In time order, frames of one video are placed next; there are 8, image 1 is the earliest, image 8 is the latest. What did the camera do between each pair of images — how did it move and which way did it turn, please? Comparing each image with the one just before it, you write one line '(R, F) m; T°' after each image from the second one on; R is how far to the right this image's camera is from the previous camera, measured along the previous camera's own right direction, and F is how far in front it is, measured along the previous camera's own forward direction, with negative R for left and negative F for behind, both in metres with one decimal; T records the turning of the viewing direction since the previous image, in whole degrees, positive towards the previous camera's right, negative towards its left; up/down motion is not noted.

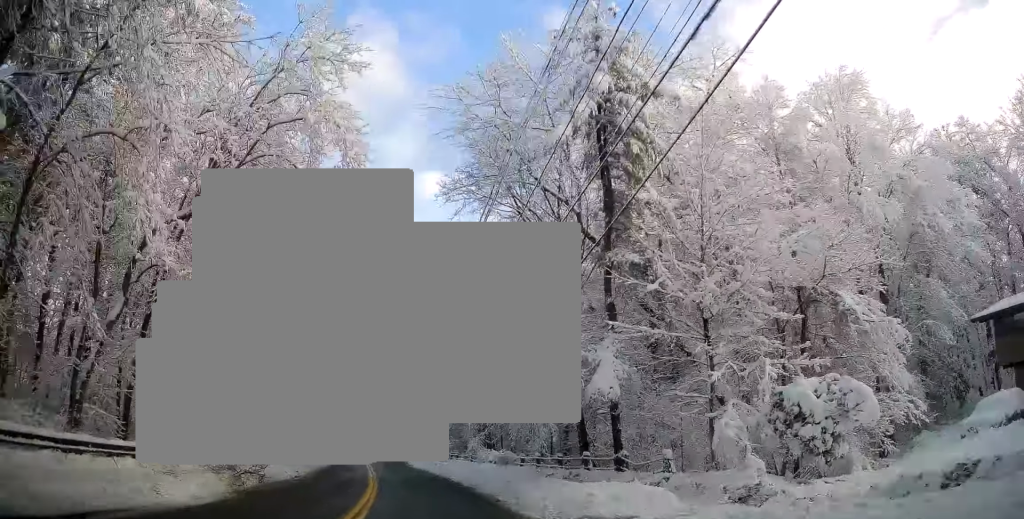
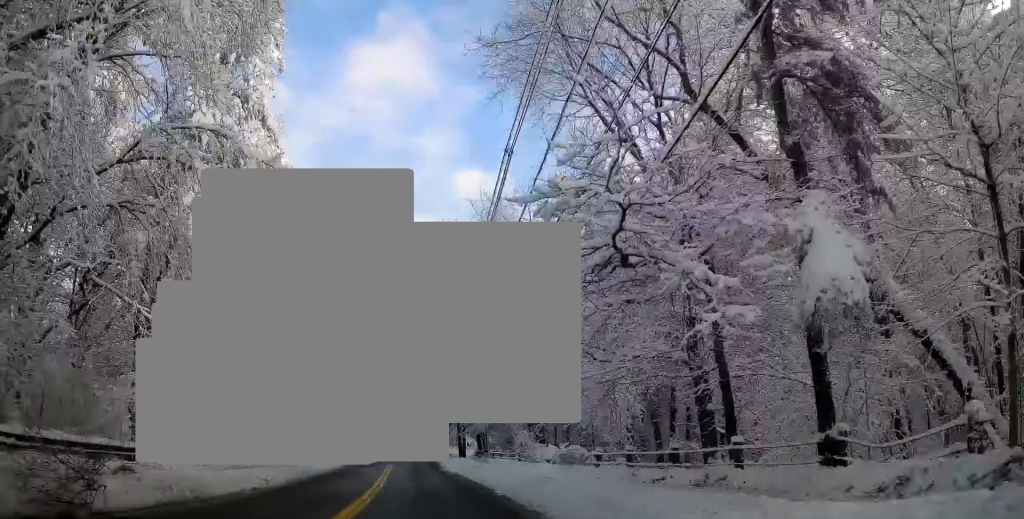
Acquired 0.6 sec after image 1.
(-0.3, +9.1) m; -3°
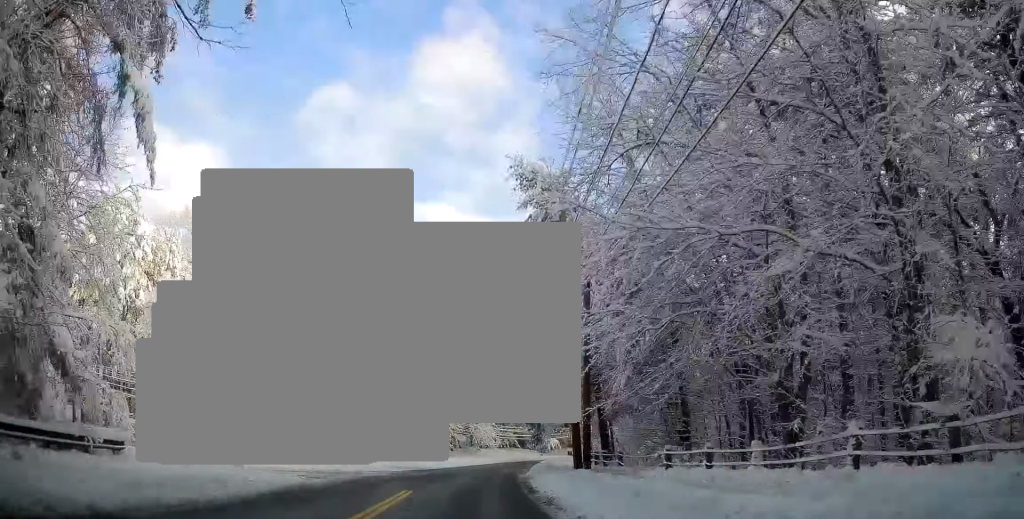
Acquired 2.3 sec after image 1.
(-1.8, +25.6) m; -9°
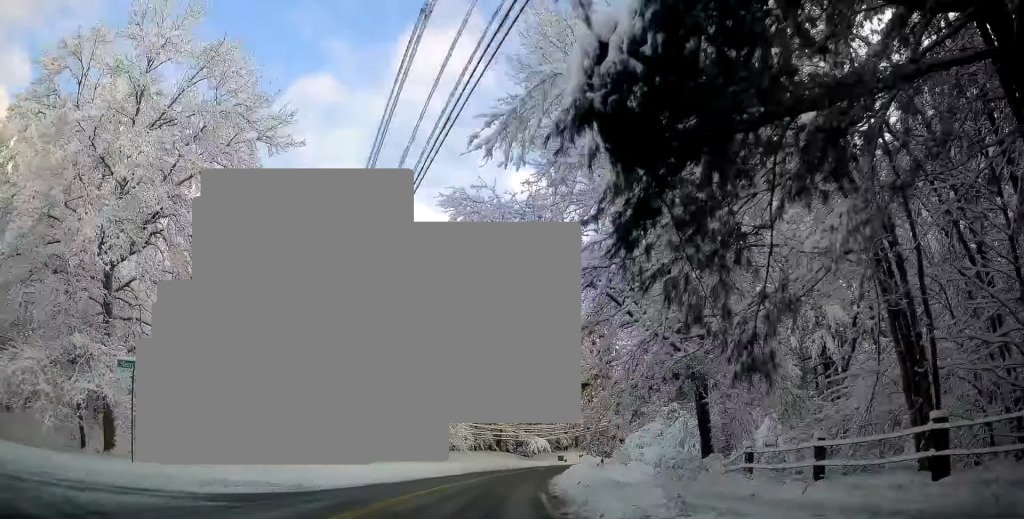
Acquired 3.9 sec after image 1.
(-2.1, +24.3) m; -6°
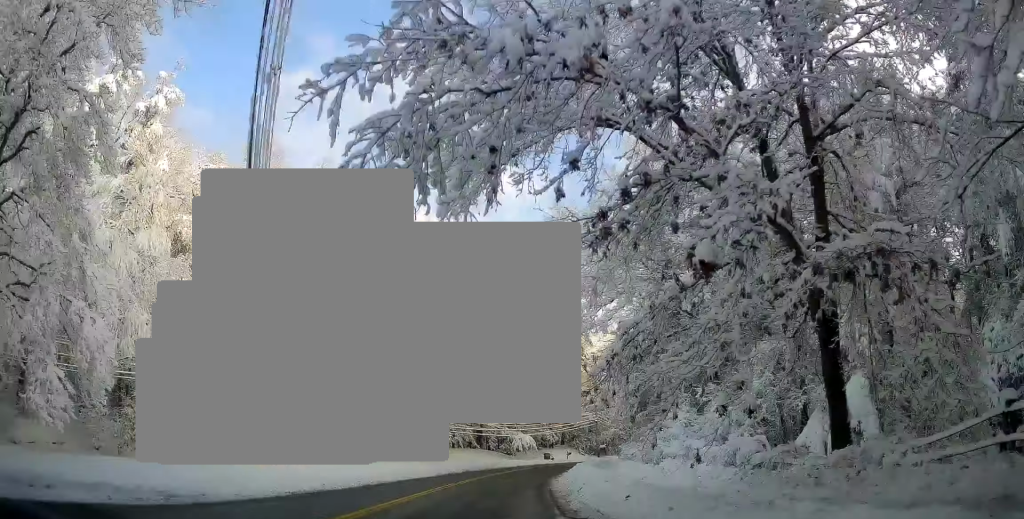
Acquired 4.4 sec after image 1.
(-0.1, +7.6) m; 0°
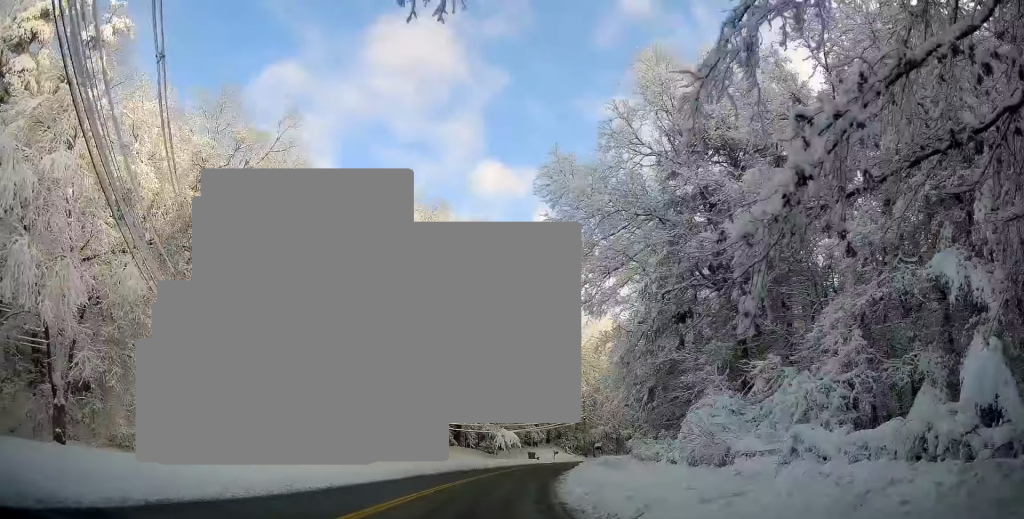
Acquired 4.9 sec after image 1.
(+0.1, +7.1) m; 0°
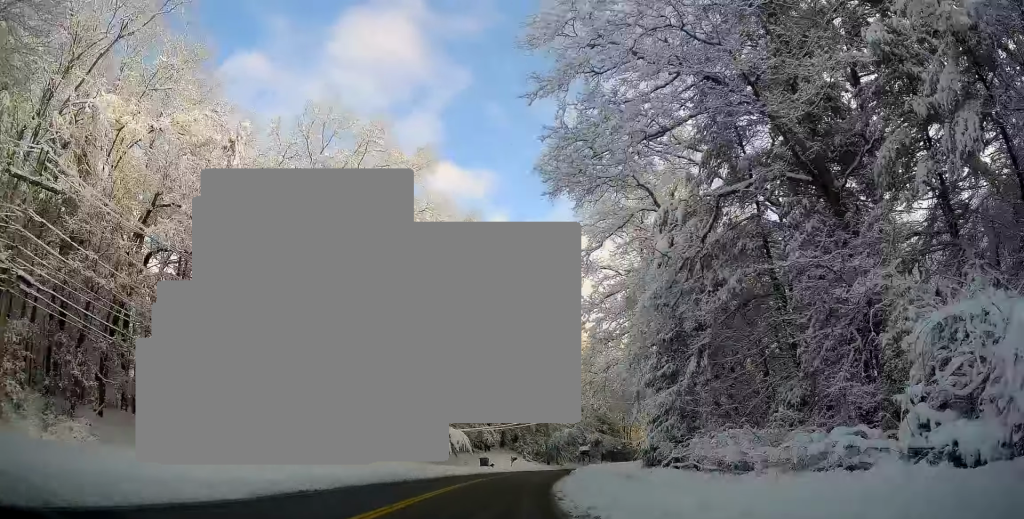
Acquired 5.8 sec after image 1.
(+0.1, +14.6) m; 0°
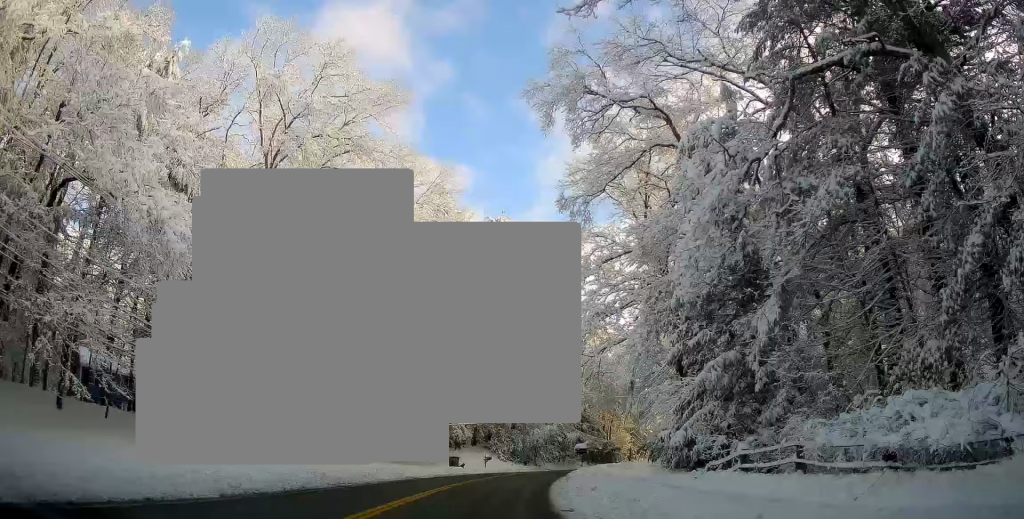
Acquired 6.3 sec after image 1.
(0.0, +7.5) m; +1°
